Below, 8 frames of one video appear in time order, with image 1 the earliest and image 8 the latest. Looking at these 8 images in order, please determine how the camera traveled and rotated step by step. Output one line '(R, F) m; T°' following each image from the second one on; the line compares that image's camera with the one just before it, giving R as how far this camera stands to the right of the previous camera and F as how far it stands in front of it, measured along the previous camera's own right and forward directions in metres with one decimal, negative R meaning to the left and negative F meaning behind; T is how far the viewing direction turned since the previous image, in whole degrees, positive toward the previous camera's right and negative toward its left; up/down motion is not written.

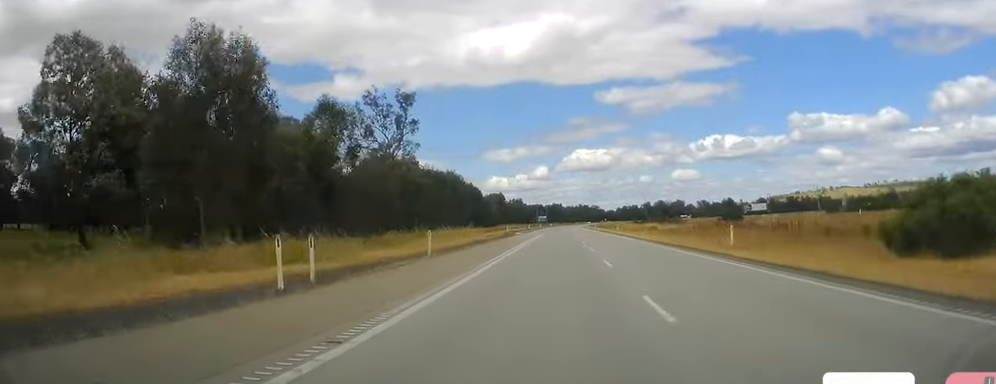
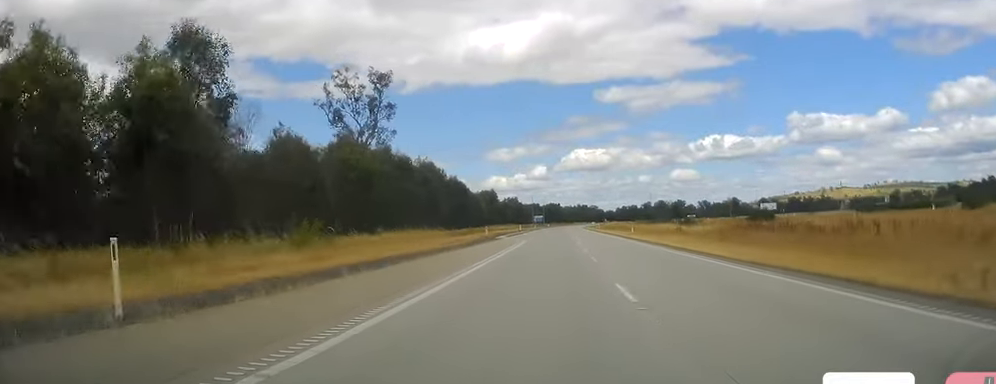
(-0.2, +21.1) m; -1°
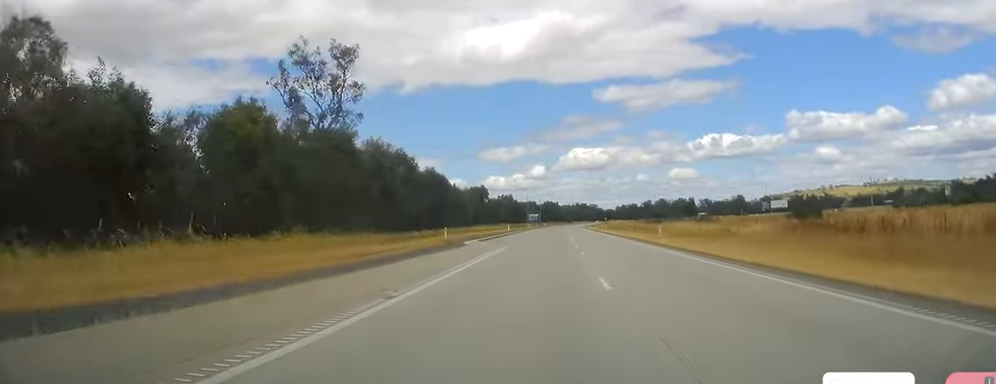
(-0.2, +22.1) m; 0°
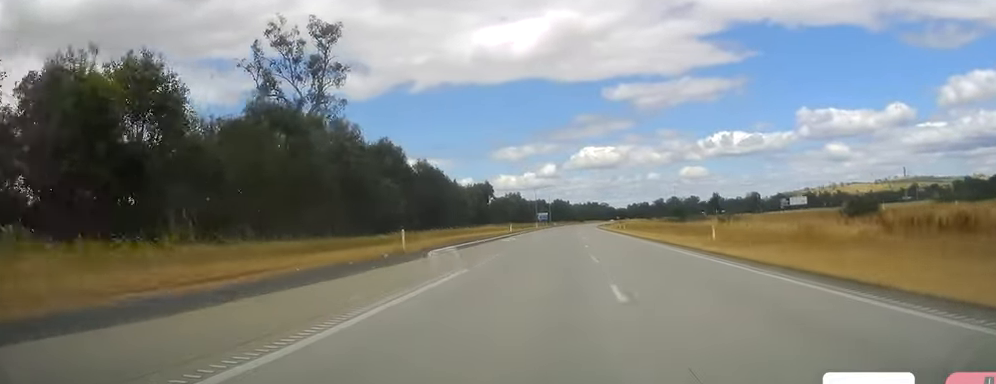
(-0.1, +14.4) m; +1°
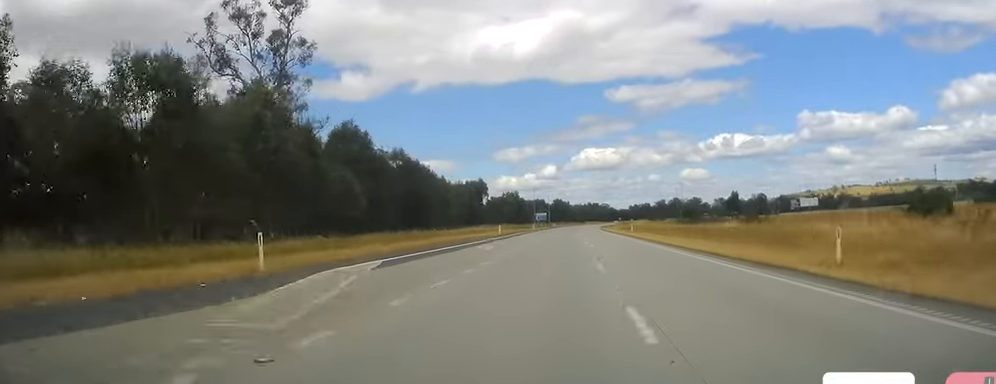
(+0.1, +15.4) m; 0°
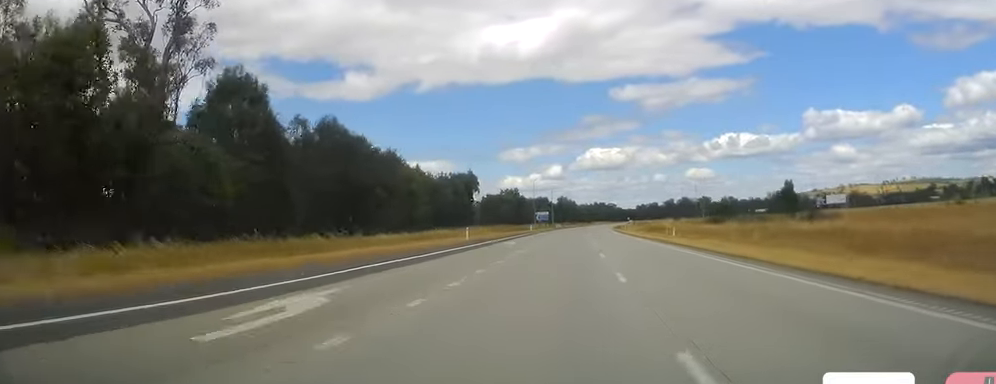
(+0.2, +27.9) m; -1°
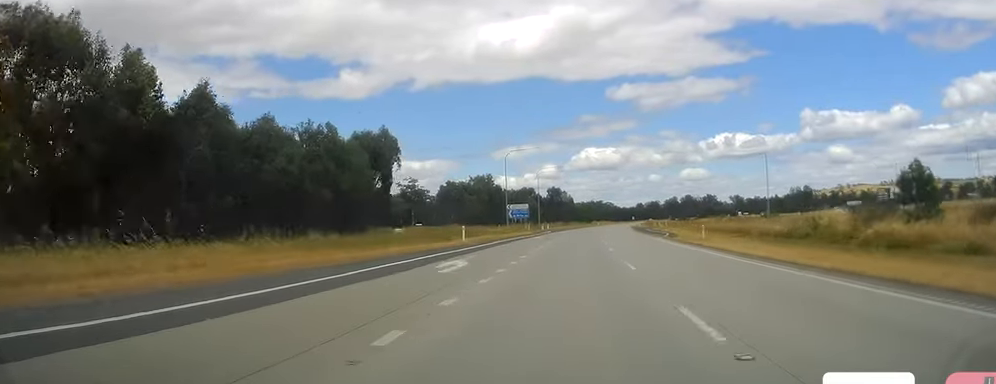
(-1.5, +67.2) m; -1°
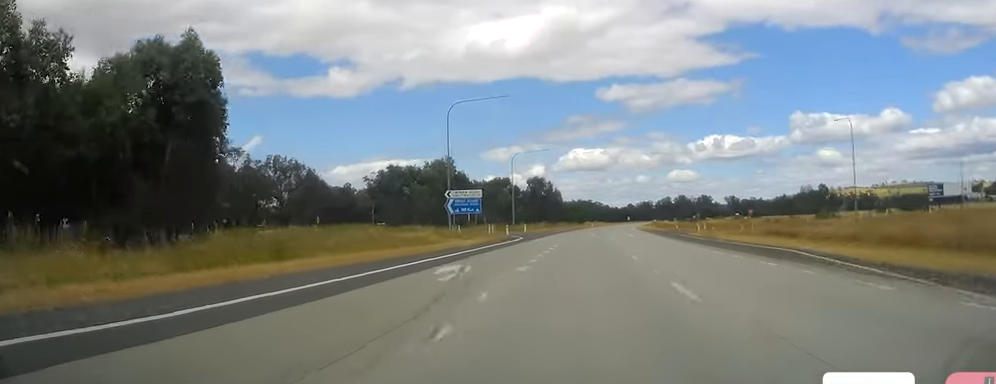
(+0.3, +43.1) m; +1°
